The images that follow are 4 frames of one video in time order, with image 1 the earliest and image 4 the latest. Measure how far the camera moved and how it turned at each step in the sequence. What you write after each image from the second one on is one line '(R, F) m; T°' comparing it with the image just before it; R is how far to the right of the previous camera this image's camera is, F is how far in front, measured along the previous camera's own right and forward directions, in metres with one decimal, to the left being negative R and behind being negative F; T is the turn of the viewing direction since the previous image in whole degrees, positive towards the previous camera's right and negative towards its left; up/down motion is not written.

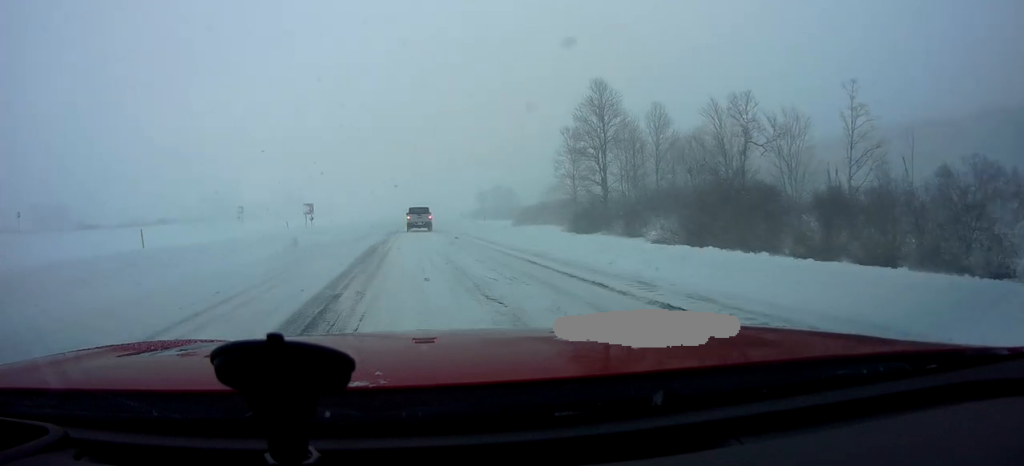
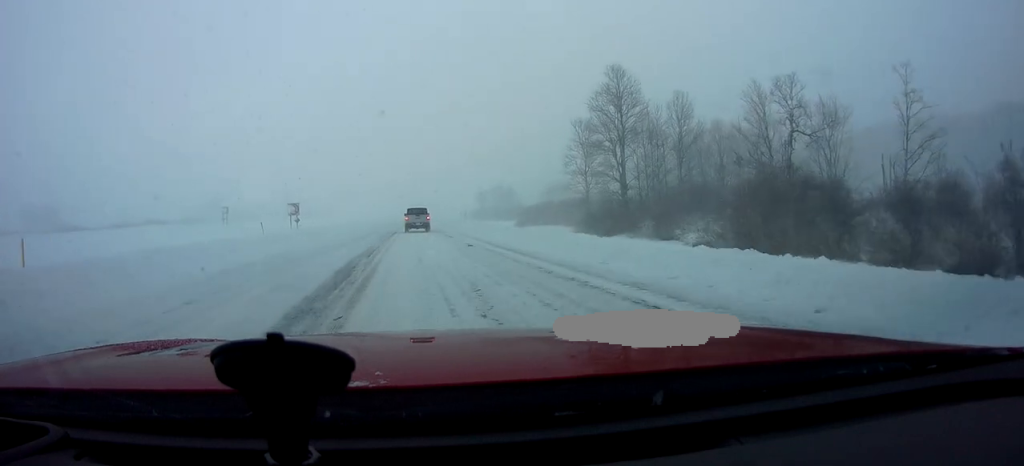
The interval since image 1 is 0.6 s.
(+0.2, +7.0) m; +1°
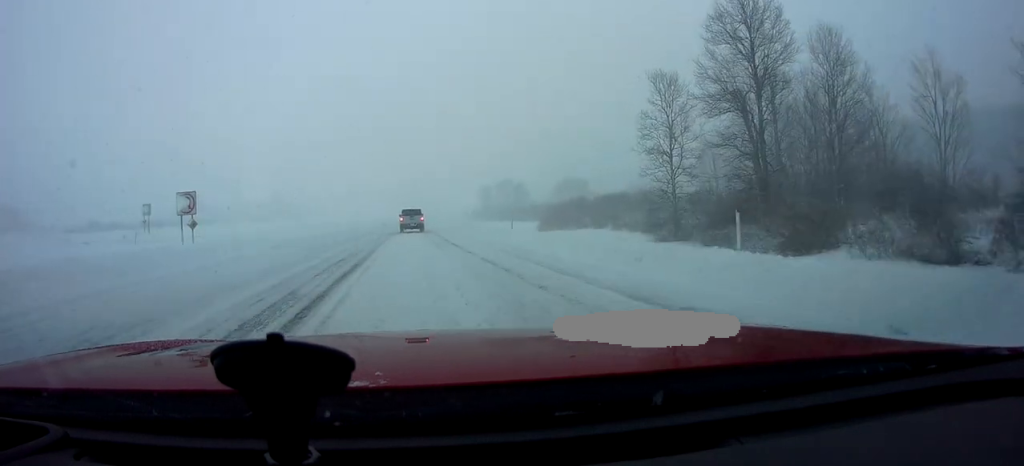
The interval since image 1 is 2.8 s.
(+0.7, +27.6) m; +1°
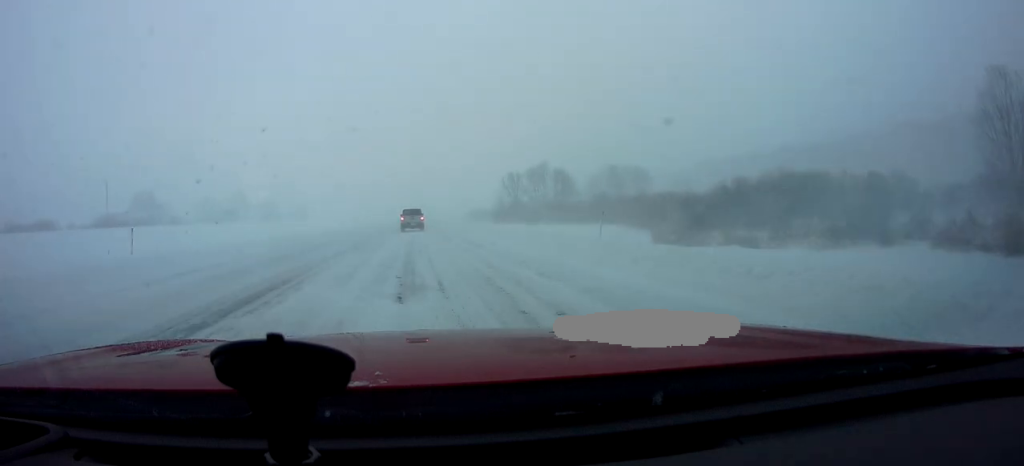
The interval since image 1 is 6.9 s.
(-1.2, +53.2) m; 0°
